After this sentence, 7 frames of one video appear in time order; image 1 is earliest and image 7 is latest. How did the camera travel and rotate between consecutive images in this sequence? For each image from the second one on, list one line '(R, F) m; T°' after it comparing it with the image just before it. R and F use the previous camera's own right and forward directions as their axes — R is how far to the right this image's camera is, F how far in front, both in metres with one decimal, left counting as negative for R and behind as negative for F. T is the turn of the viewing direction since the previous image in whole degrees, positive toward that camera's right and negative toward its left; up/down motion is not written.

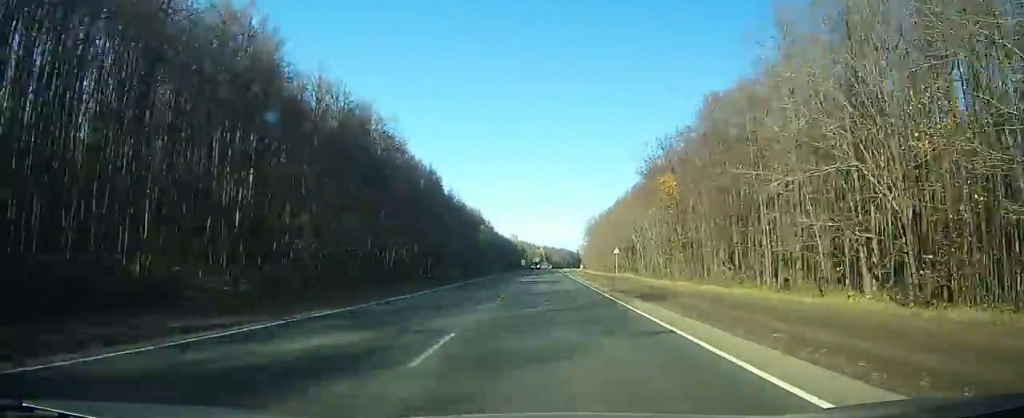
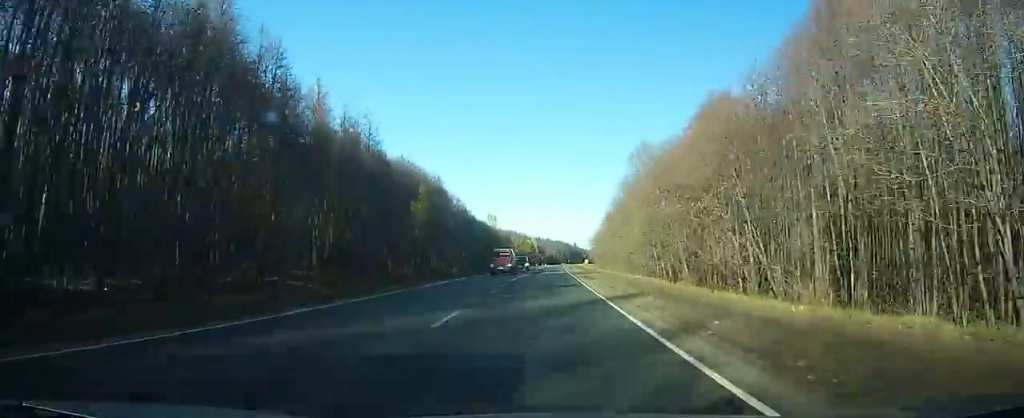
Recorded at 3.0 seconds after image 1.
(0.0, +80.1) m; 0°
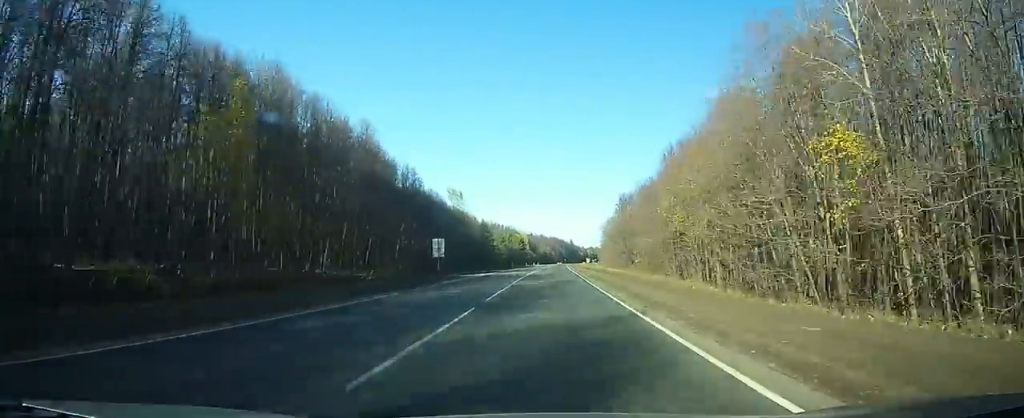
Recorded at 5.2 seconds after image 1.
(+0.3, +59.0) m; 0°
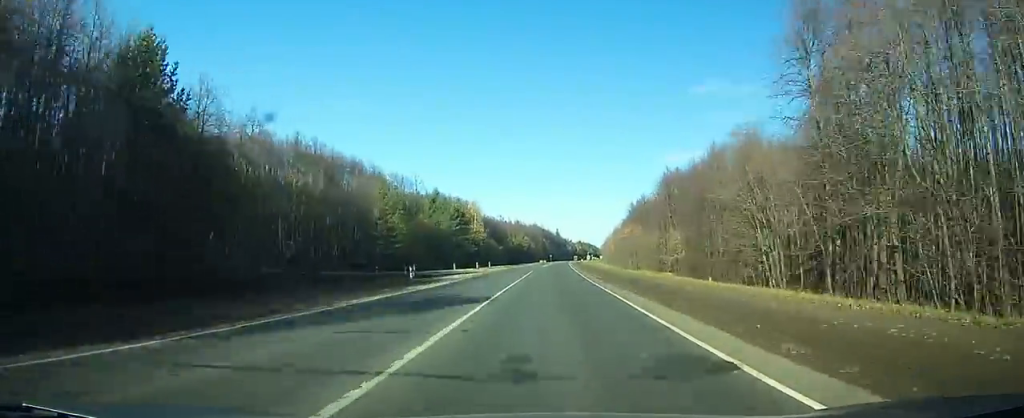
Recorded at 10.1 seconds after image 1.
(+1.9, +131.2) m; +2°
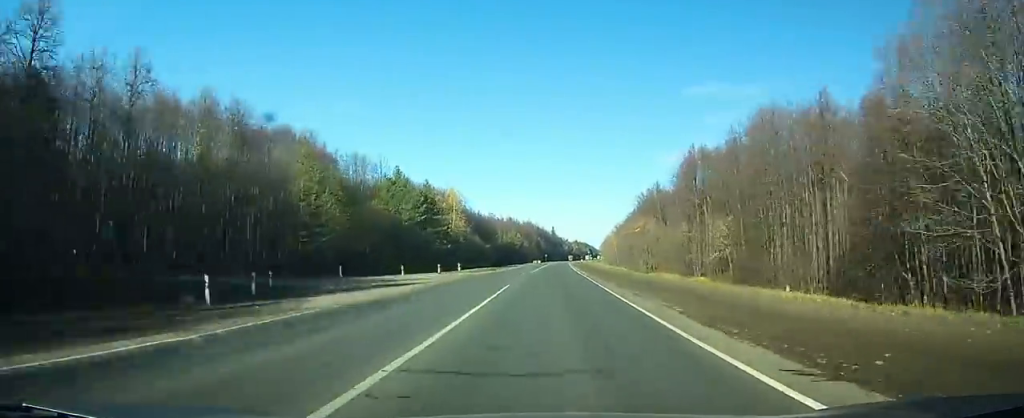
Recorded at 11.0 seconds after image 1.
(-0.1, +25.2) m; +1°
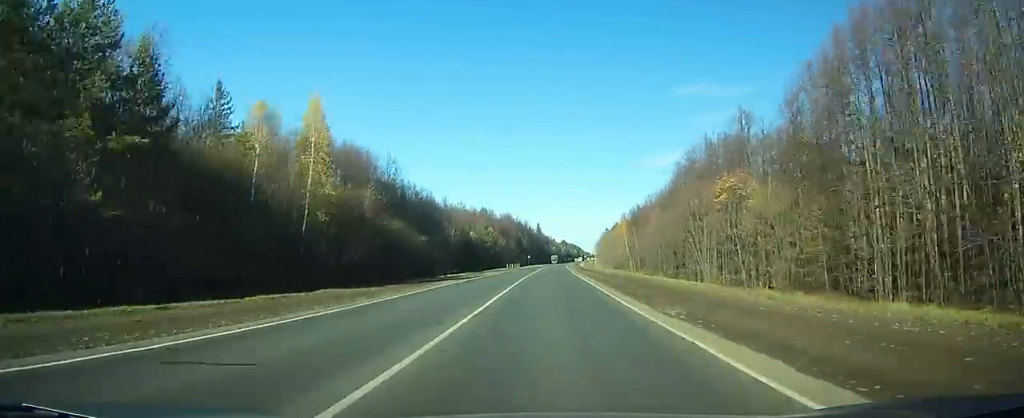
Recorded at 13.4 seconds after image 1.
(+0.9, +64.7) m; +1°
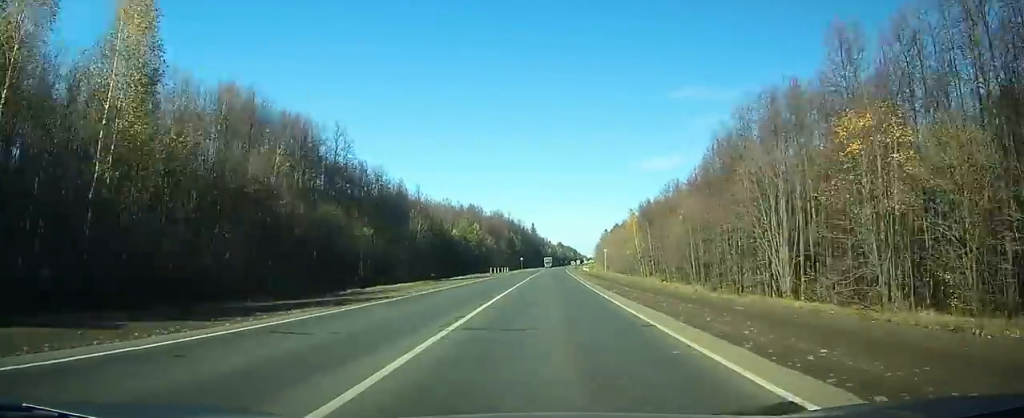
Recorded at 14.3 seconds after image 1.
(0.0, +25.1) m; 0°
